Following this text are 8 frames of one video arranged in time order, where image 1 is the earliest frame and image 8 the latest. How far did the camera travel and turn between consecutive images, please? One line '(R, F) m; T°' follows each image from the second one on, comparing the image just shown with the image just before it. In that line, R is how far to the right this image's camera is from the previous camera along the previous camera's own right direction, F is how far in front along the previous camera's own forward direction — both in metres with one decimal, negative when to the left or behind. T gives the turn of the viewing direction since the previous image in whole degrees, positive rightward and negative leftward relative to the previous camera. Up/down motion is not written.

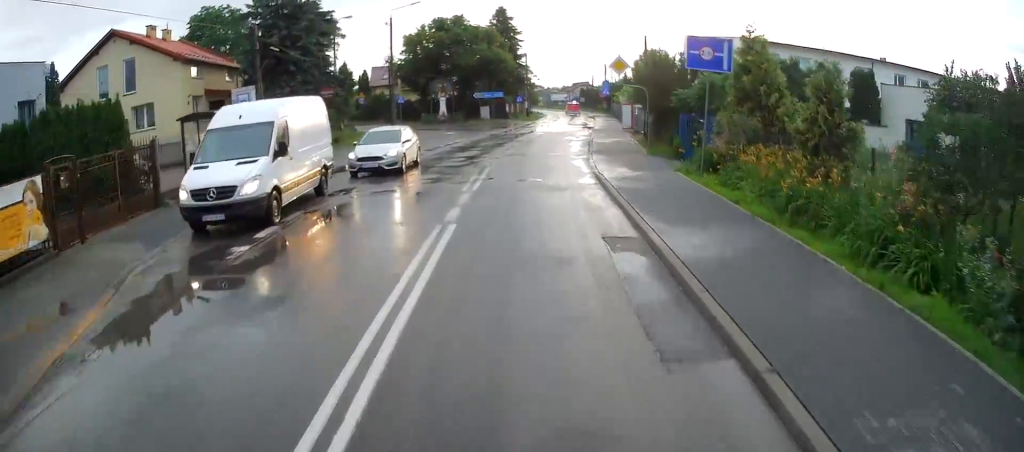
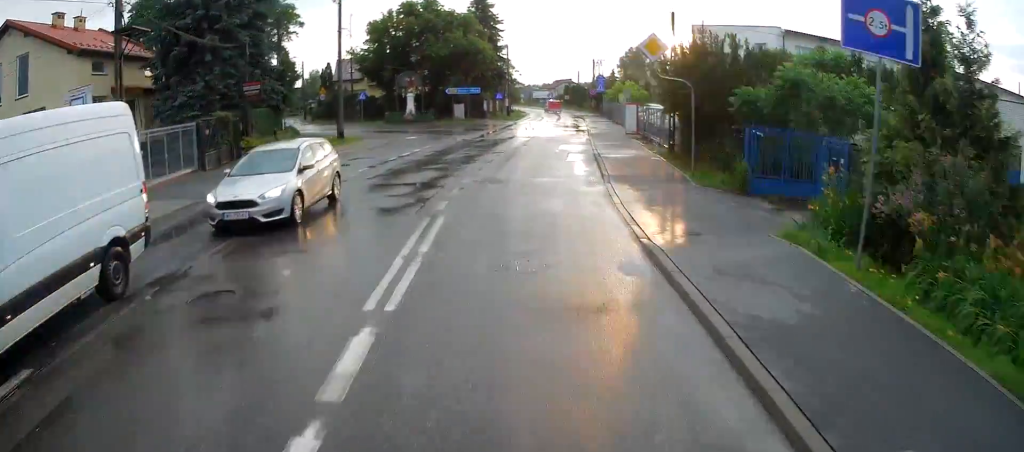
(+0.1, +8.4) m; +2°
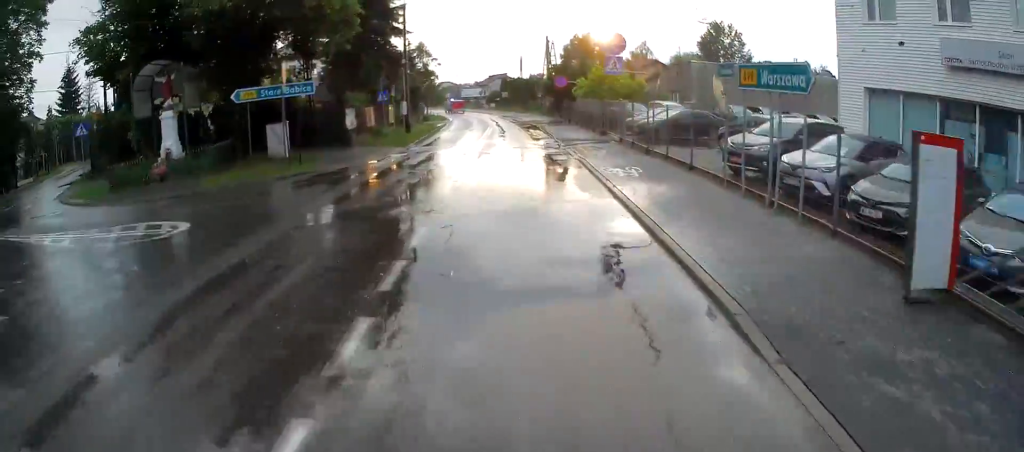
(+1.8, +30.7) m; +6°
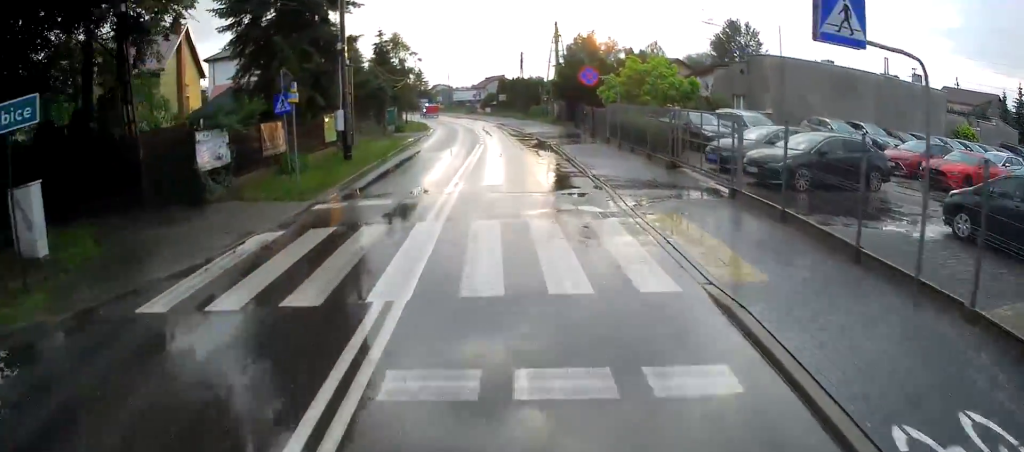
(+0.1, +14.1) m; +1°
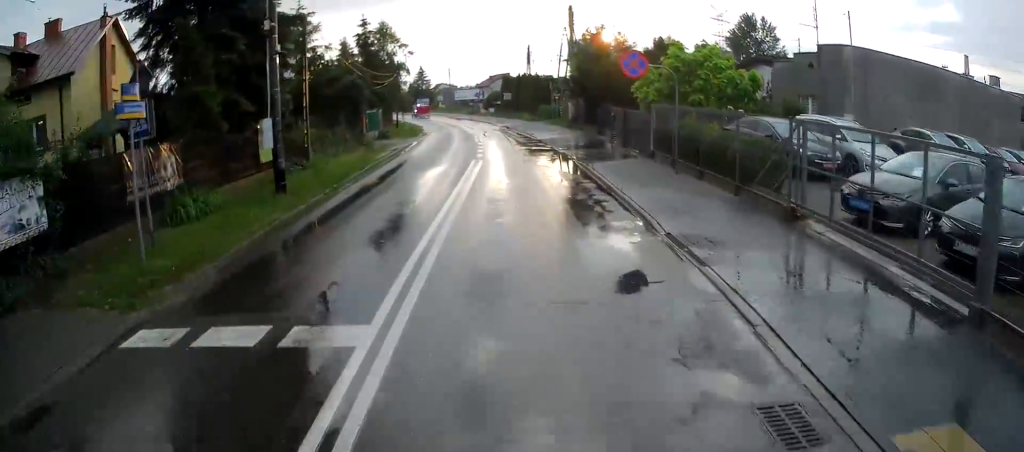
(0.0, +7.8) m; 0°
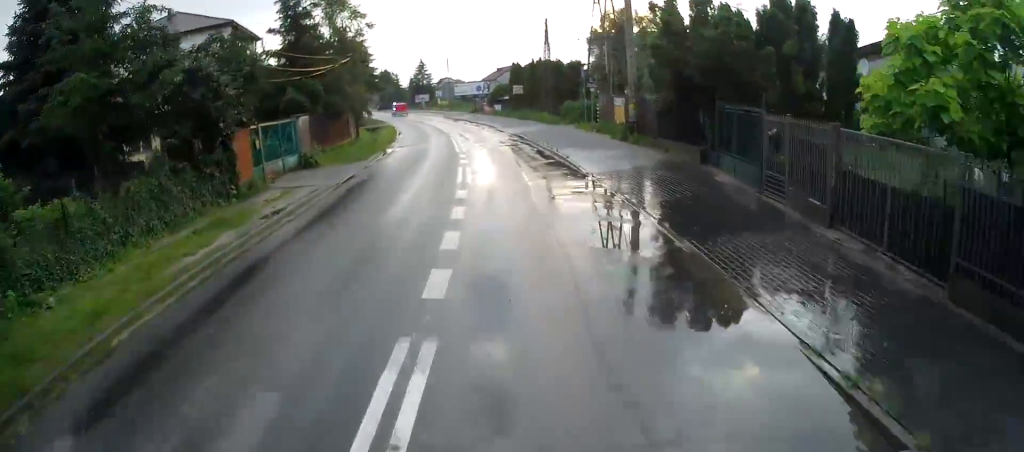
(+0.1, +16.8) m; -1°
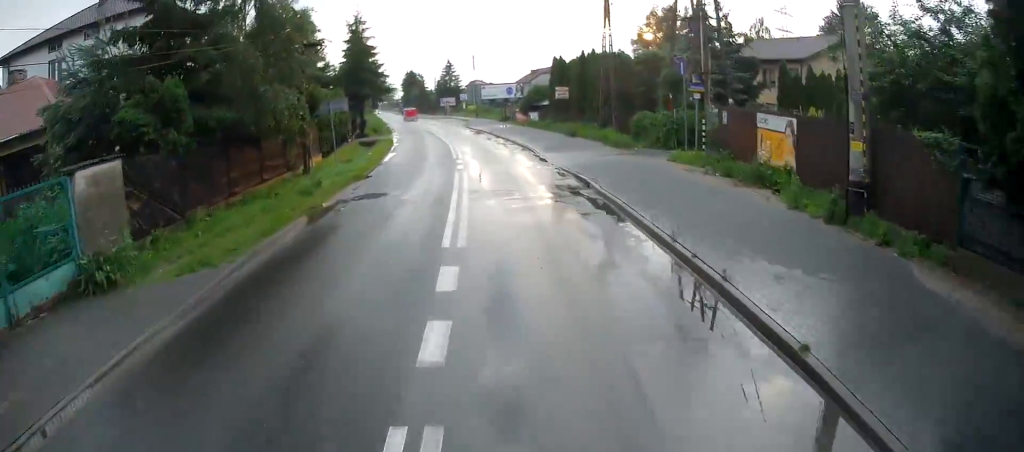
(-0.2, +14.2) m; -2°
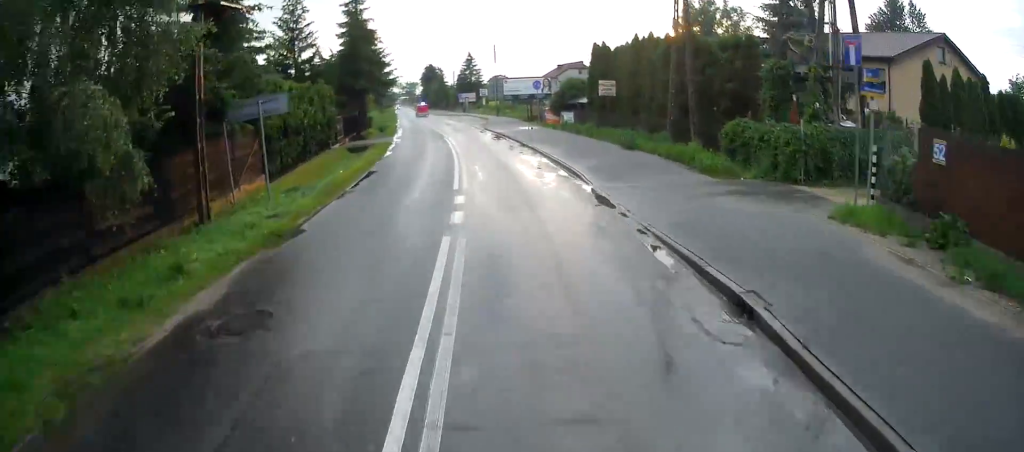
(-0.1, +9.3) m; -1°
